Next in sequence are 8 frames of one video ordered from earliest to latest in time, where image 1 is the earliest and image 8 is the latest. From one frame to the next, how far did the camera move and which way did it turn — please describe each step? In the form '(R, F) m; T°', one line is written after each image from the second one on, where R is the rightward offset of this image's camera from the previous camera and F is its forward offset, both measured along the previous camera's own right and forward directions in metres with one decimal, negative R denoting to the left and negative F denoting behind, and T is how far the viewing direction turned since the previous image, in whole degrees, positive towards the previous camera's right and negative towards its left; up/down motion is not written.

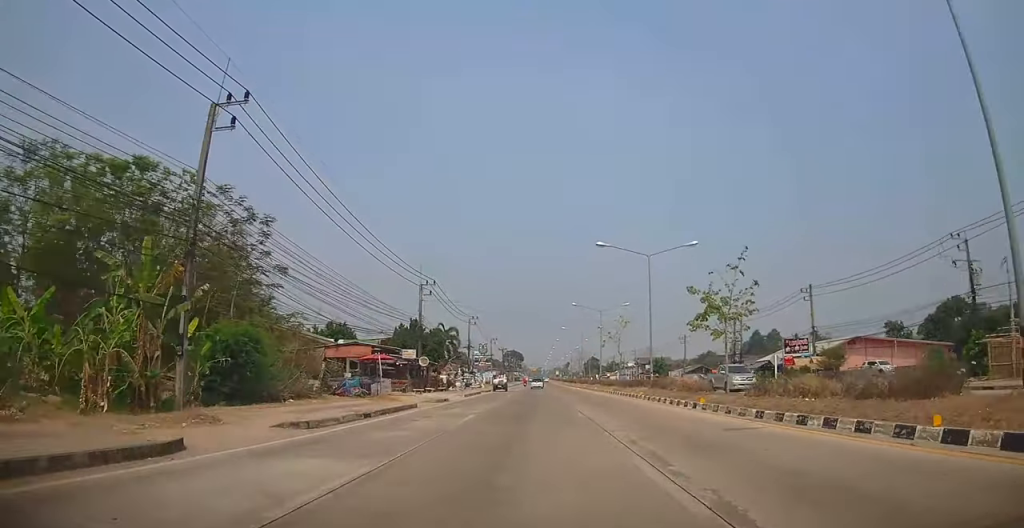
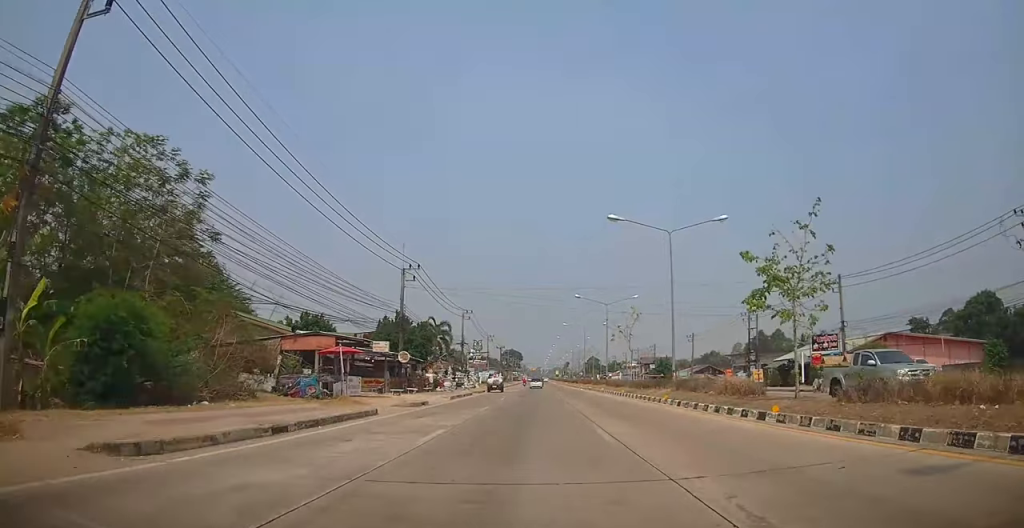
(+0.1, +6.1) m; 0°
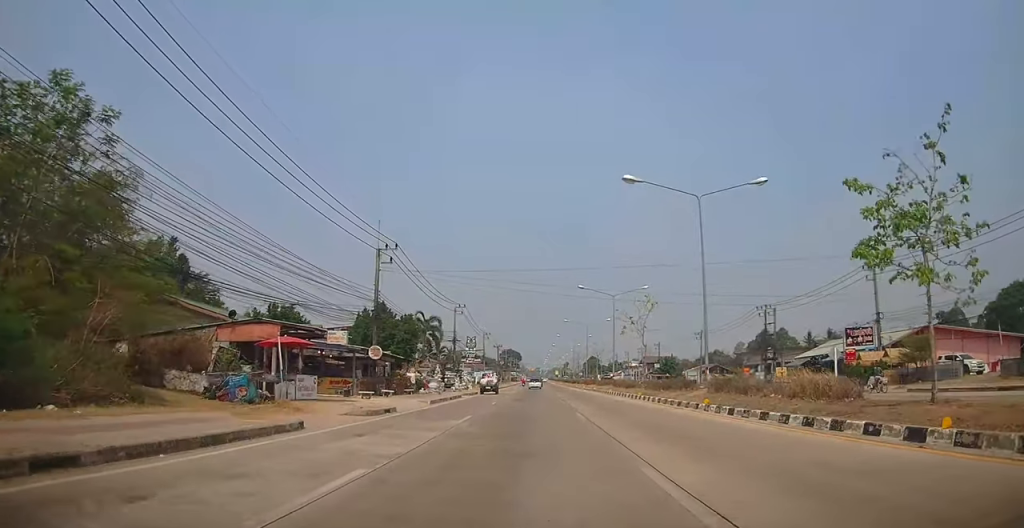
(0.0, +6.1) m; -1°
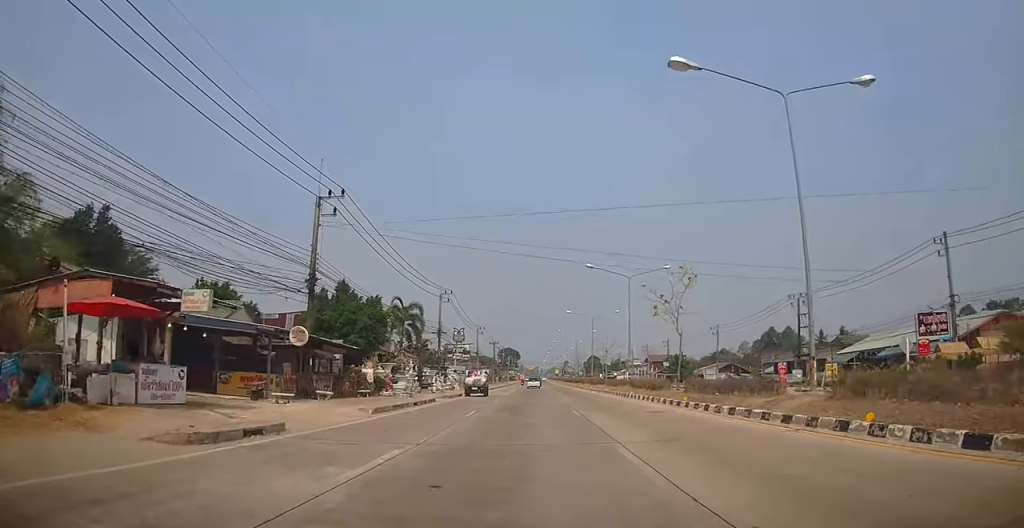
(-0.1, +9.7) m; -1°
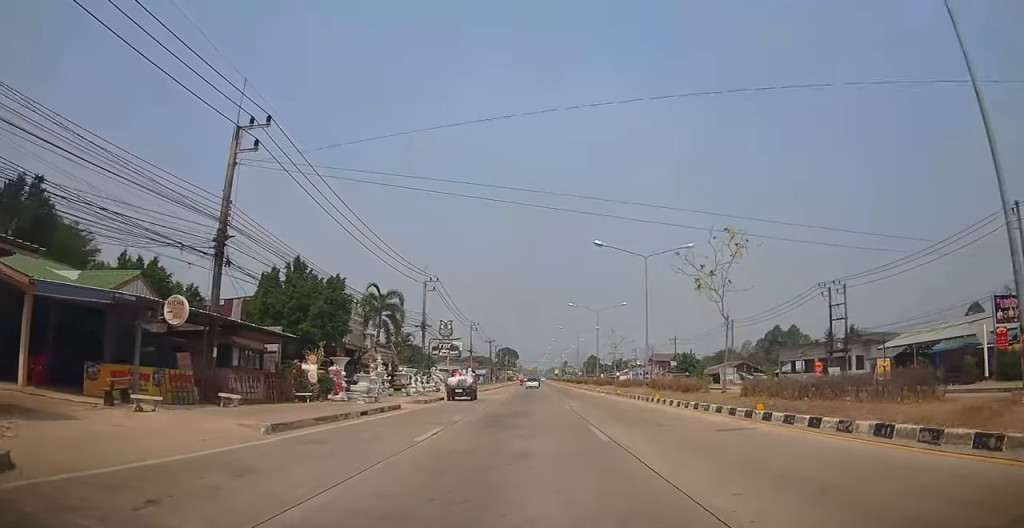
(-0.1, +7.5) m; 0°
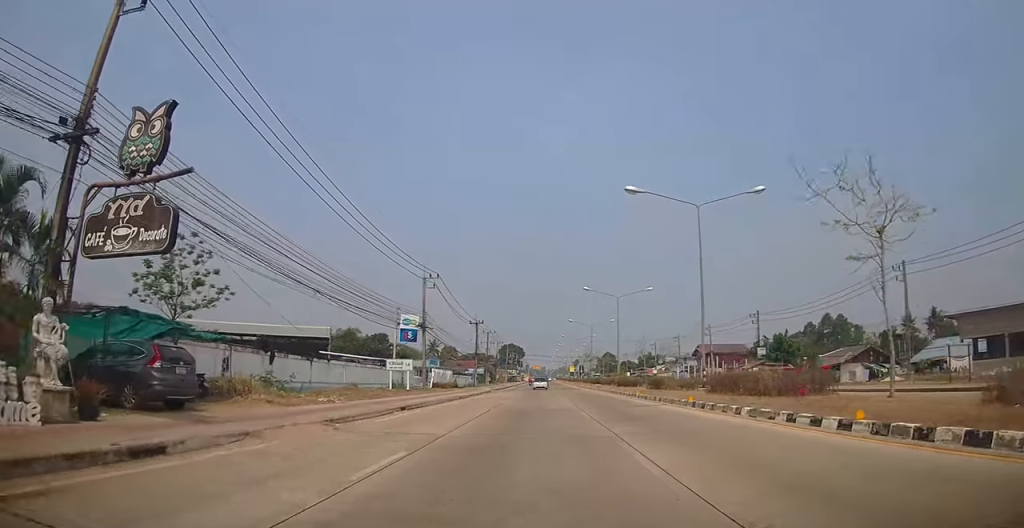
(+0.3, +41.2) m; 0°
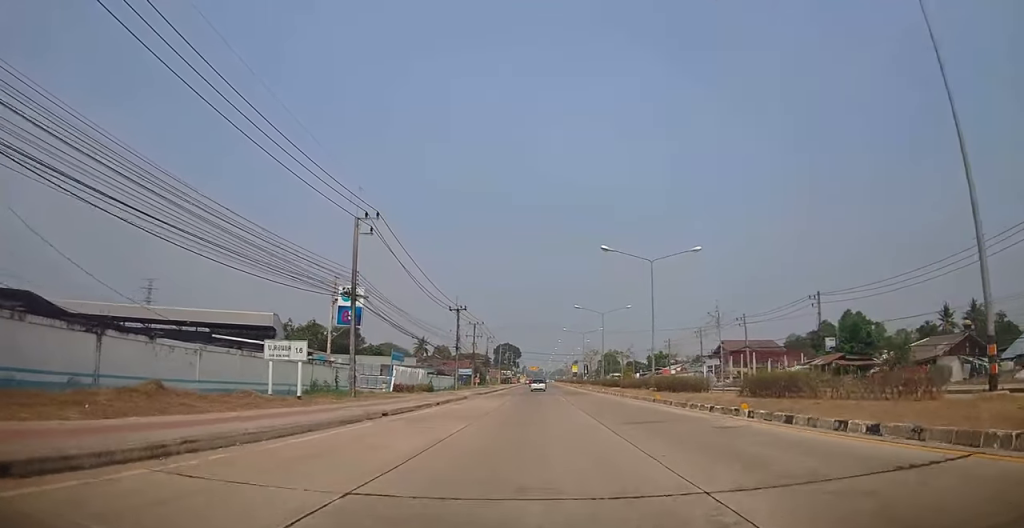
(+0.4, +18.0) m; +1°
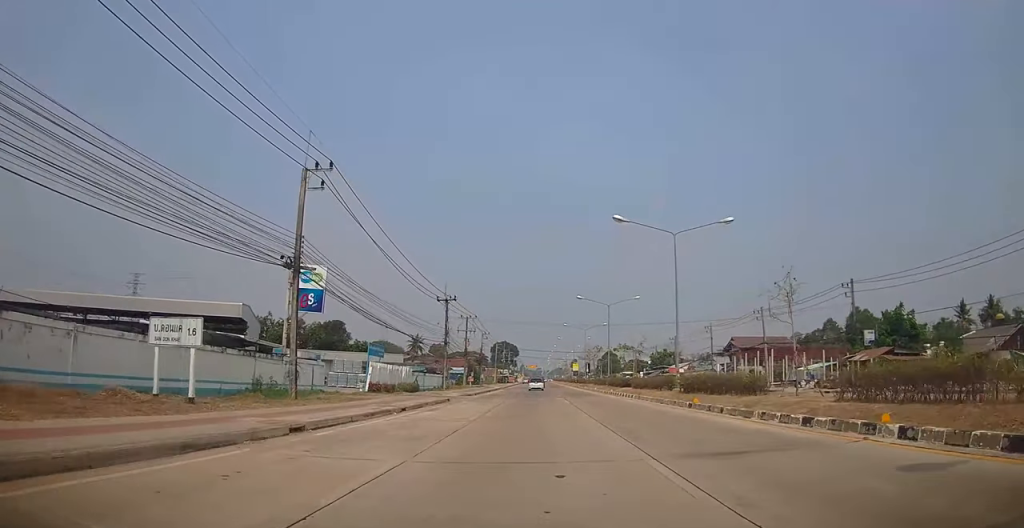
(+0.1, +7.1) m; 0°
